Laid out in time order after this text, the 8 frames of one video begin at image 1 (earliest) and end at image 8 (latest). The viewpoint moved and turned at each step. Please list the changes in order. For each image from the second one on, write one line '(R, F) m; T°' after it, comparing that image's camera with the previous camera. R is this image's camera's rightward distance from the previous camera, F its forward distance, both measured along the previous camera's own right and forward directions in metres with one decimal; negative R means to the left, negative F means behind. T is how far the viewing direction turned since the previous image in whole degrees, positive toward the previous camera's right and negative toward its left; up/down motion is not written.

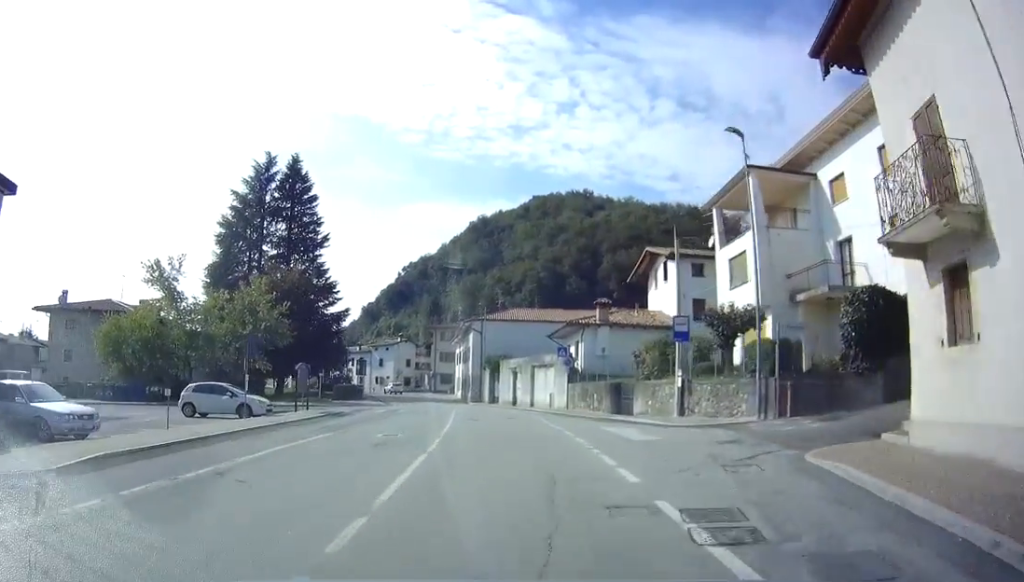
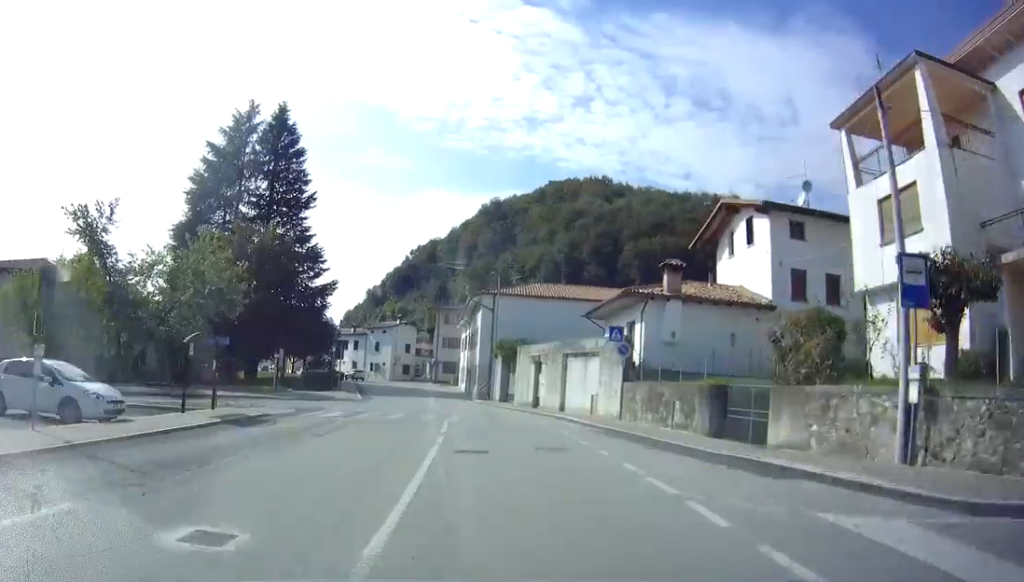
(+0.1, +11.8) m; +2°
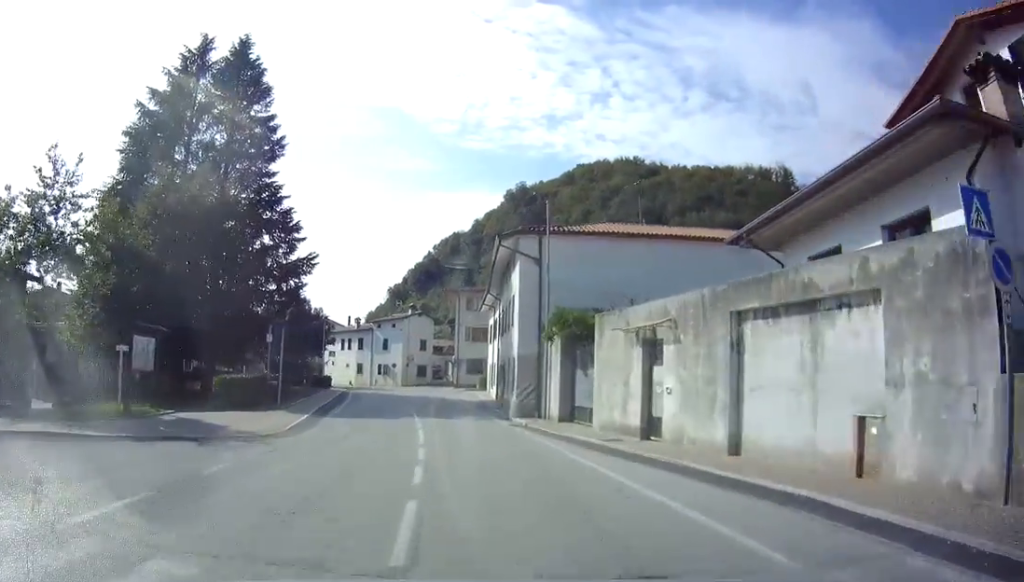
(-0.5, +18.0) m; -5°
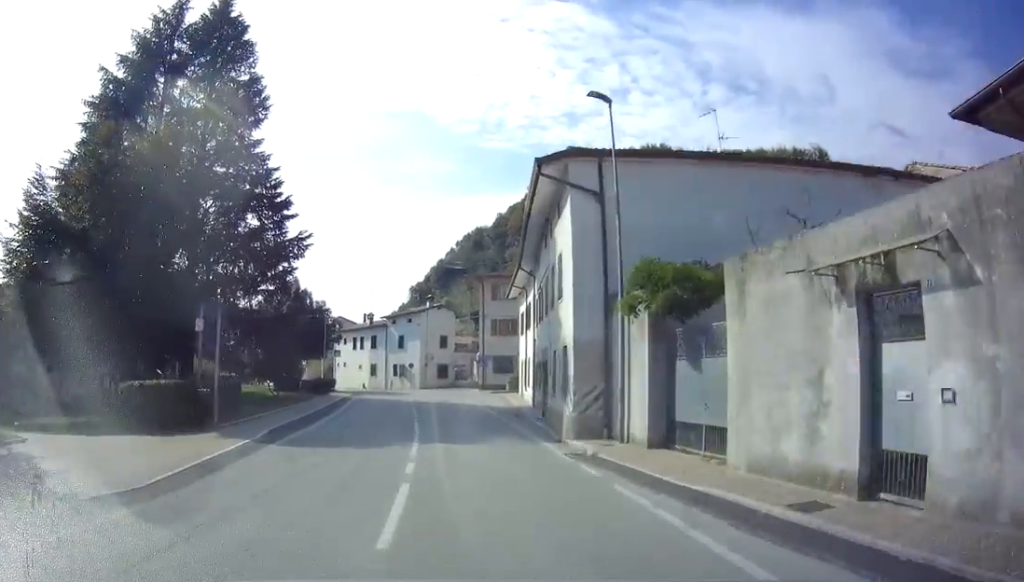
(-0.2, +8.4) m; -2°
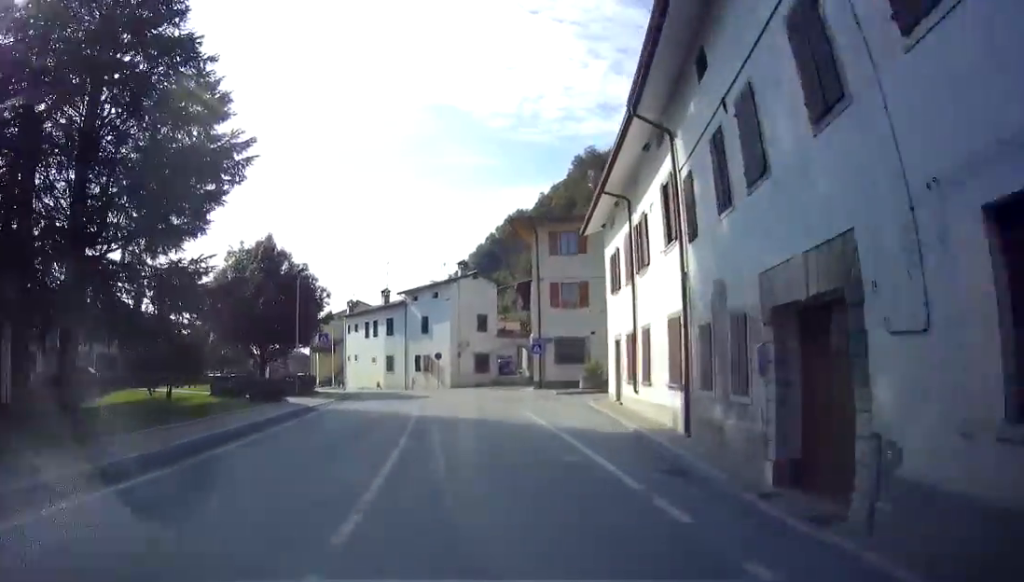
(-0.4, +16.6) m; -3°
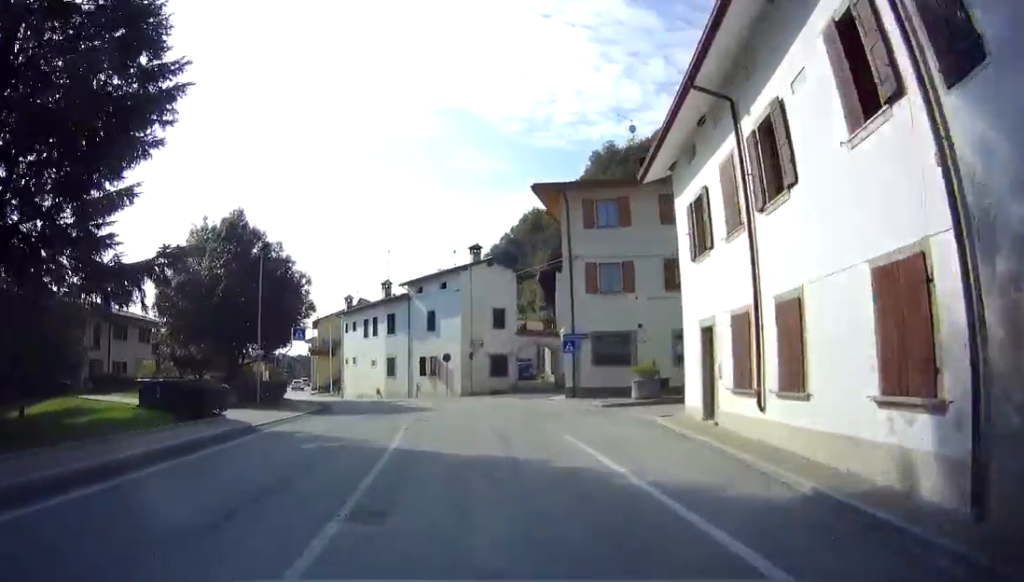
(-0.1, +7.4) m; -2°
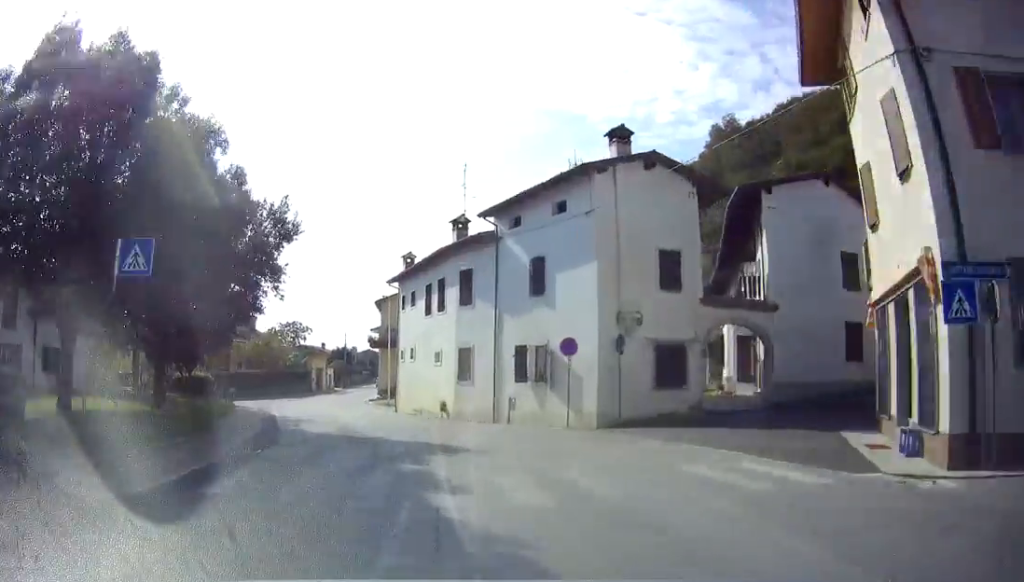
(-1.3, +20.0) m; -9°
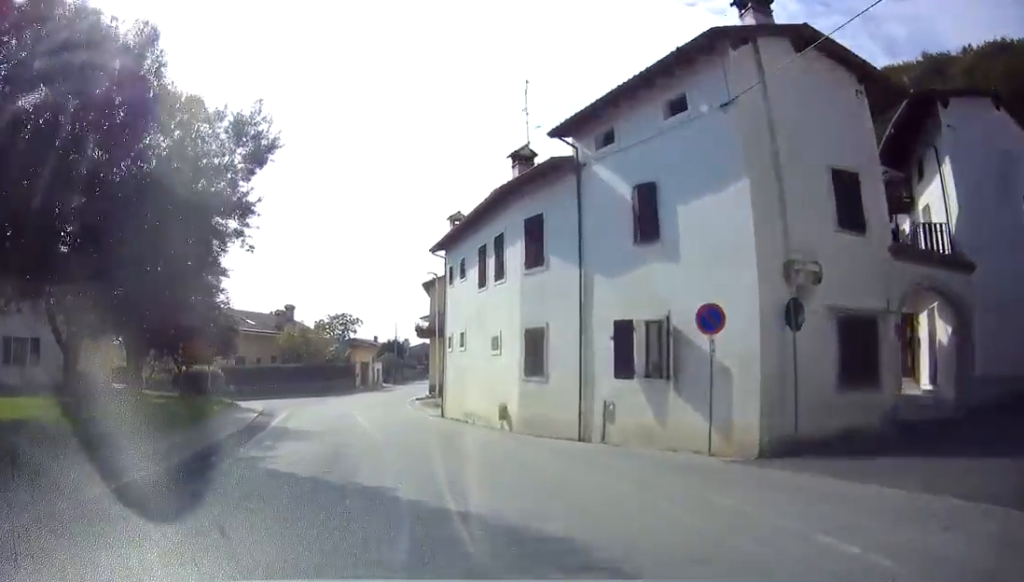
(-0.3, +7.7) m; -6°
